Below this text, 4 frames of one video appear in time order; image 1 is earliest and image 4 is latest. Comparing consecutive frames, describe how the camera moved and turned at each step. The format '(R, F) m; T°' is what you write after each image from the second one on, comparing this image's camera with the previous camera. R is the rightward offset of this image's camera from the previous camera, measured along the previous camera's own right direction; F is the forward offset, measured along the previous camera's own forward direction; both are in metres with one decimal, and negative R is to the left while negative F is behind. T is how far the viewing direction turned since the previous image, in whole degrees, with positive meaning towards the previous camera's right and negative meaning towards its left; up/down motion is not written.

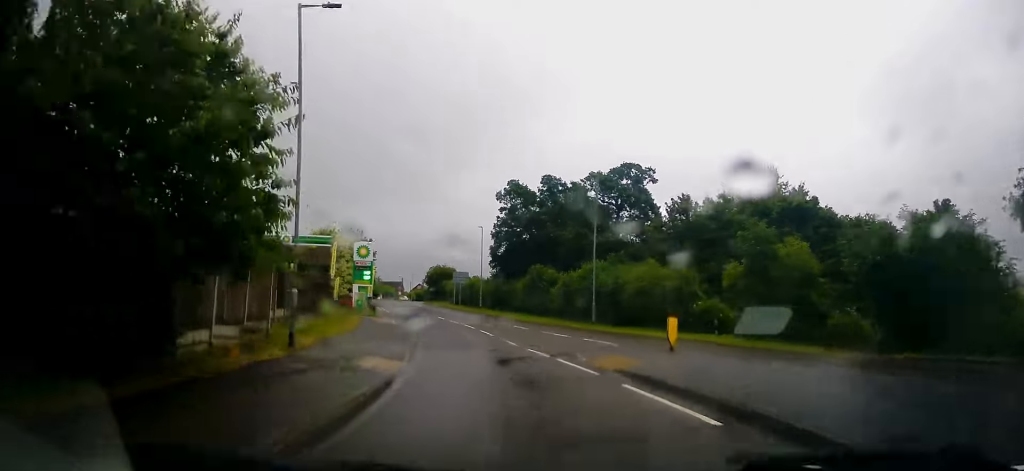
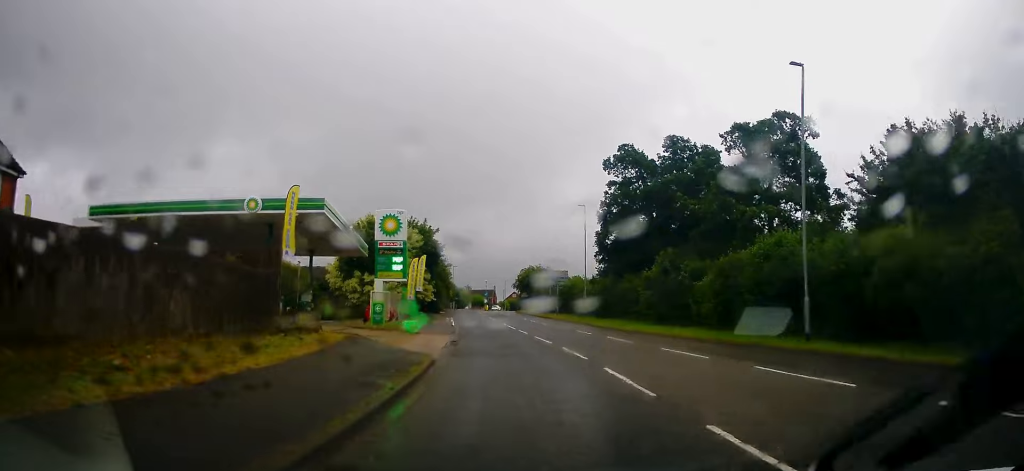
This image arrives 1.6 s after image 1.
(-2.3, +18.6) m; -12°
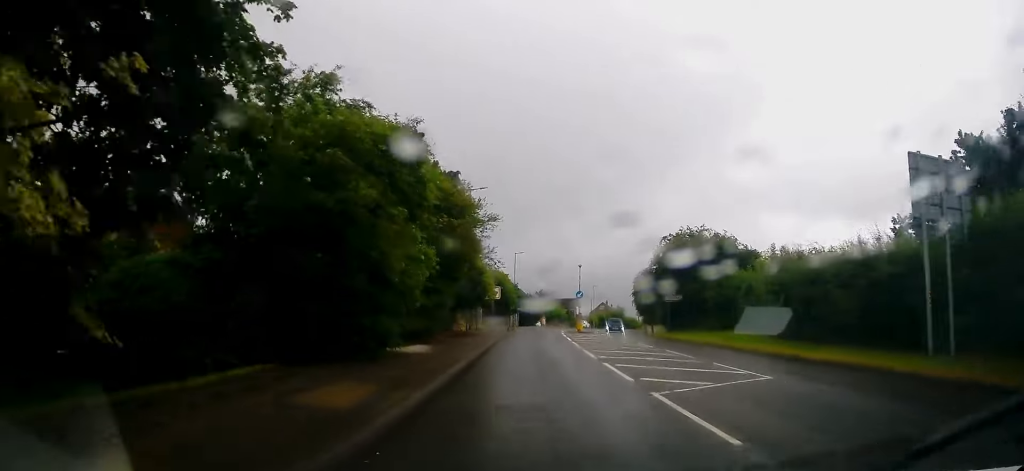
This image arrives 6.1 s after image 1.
(-6.7, +57.5) m; -10°
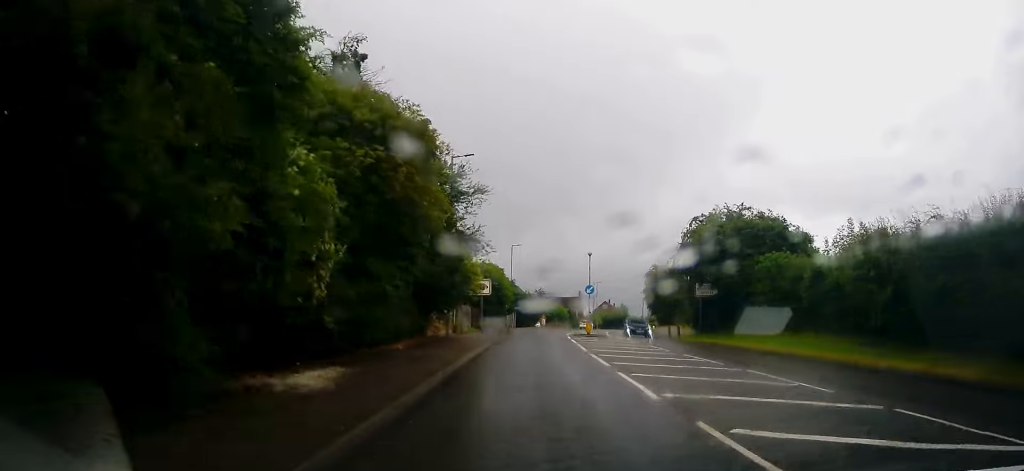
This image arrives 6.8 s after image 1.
(+0.1, +9.1) m; 0°
